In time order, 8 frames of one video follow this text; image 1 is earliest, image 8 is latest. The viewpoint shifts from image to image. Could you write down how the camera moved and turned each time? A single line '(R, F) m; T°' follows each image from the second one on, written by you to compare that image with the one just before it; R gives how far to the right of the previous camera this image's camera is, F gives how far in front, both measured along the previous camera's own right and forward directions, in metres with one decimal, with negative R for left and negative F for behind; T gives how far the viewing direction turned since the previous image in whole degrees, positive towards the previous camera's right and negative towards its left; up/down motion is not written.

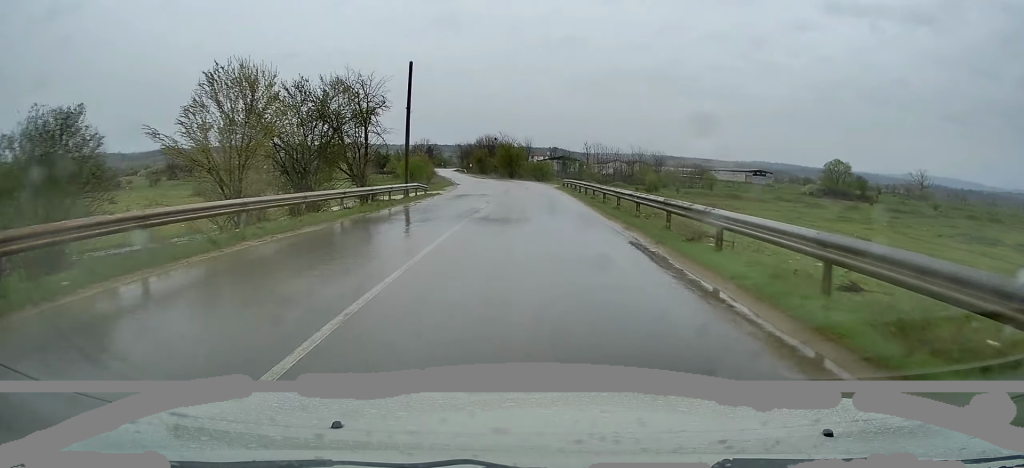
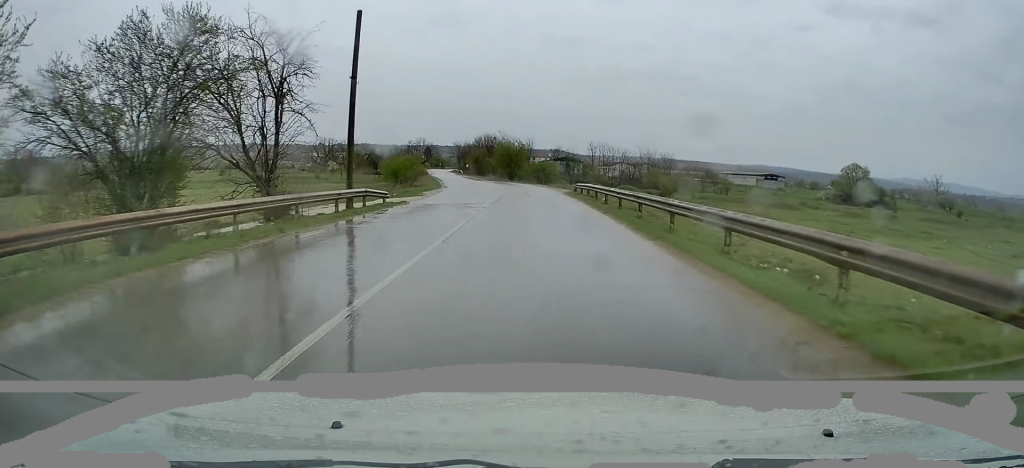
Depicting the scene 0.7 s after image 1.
(-0.3, +11.8) m; 0°
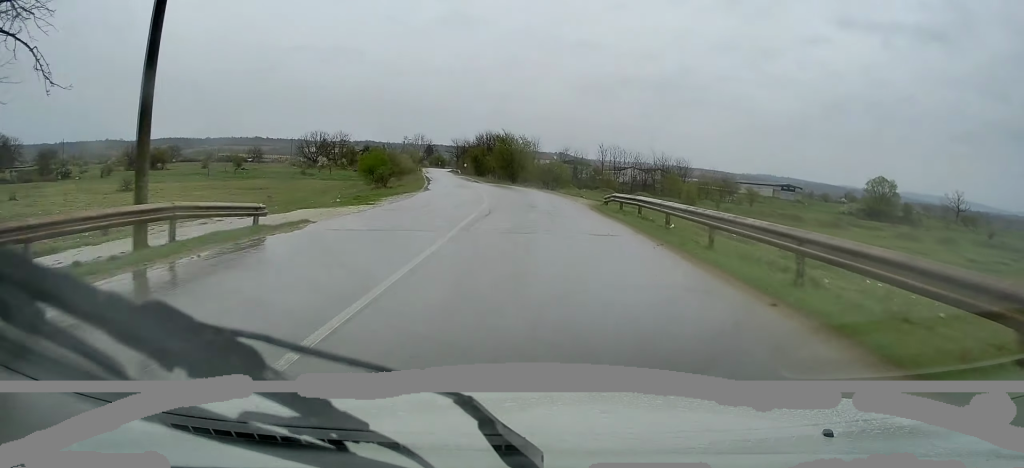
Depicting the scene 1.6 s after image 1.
(+0.1, +14.2) m; -1°
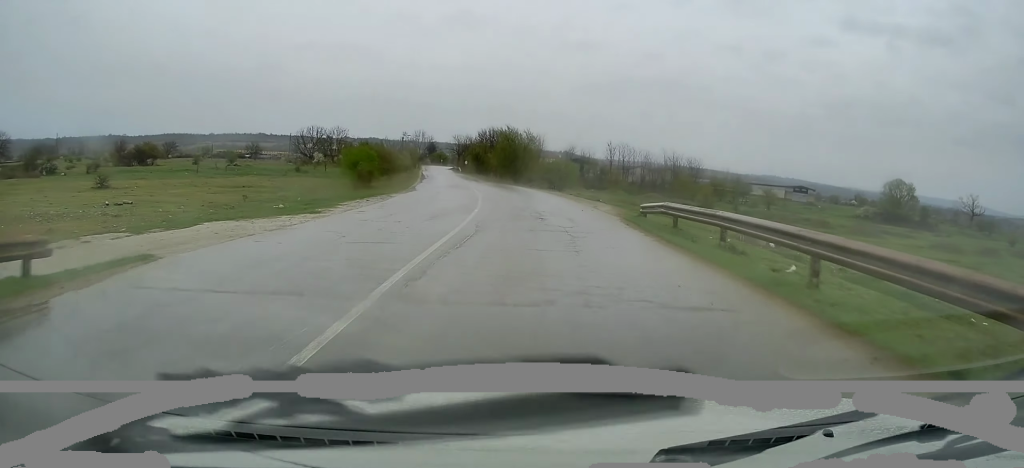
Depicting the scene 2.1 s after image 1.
(+0.2, +7.7) m; 0°
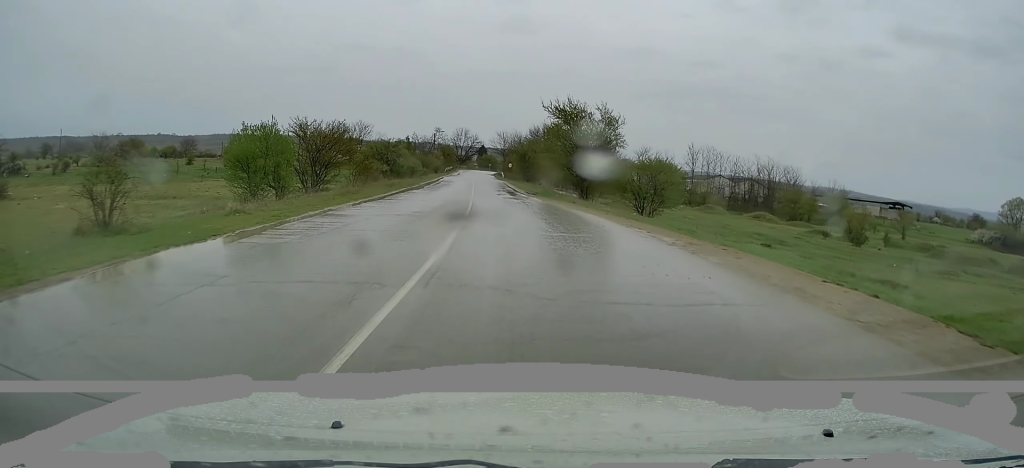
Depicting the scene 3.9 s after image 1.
(-1.2, +30.9) m; -4°
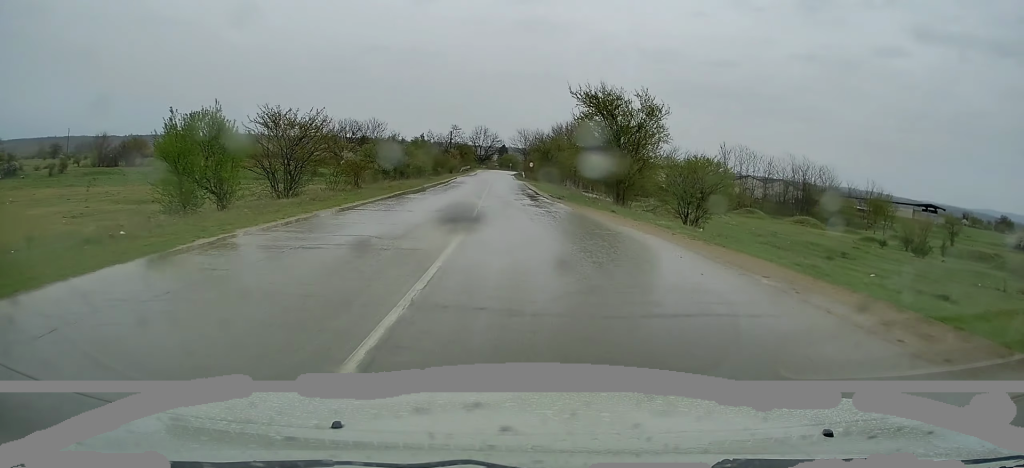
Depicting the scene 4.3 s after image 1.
(-0.1, +7.4) m; -1°
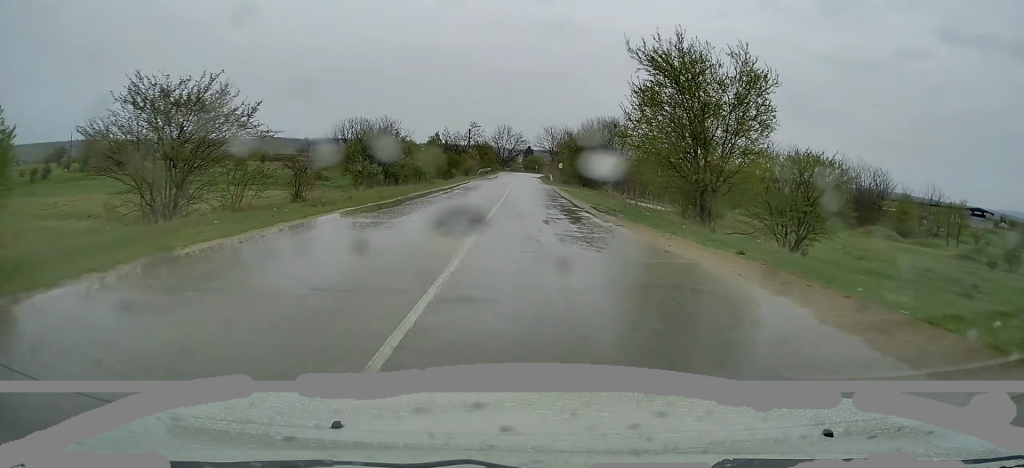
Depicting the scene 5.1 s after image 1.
(-0.2, +12.6) m; -2°
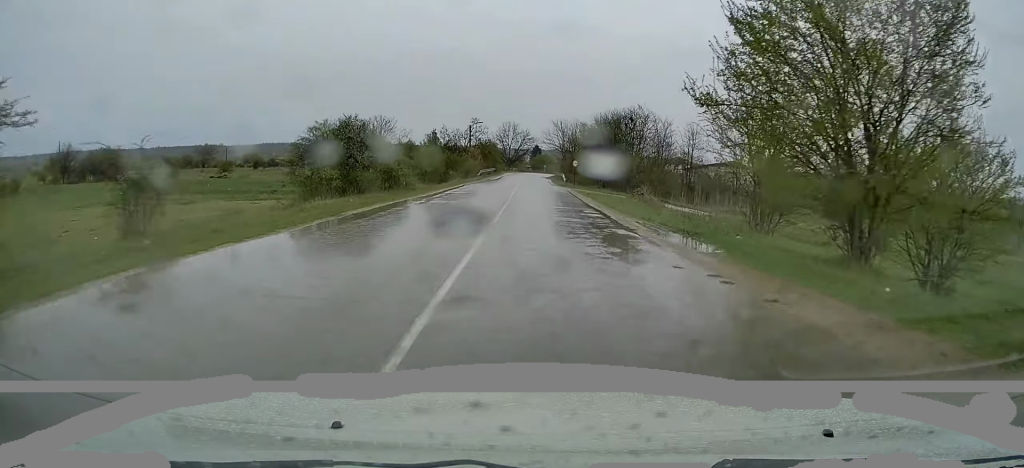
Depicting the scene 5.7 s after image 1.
(-0.3, +10.9) m; -1°
